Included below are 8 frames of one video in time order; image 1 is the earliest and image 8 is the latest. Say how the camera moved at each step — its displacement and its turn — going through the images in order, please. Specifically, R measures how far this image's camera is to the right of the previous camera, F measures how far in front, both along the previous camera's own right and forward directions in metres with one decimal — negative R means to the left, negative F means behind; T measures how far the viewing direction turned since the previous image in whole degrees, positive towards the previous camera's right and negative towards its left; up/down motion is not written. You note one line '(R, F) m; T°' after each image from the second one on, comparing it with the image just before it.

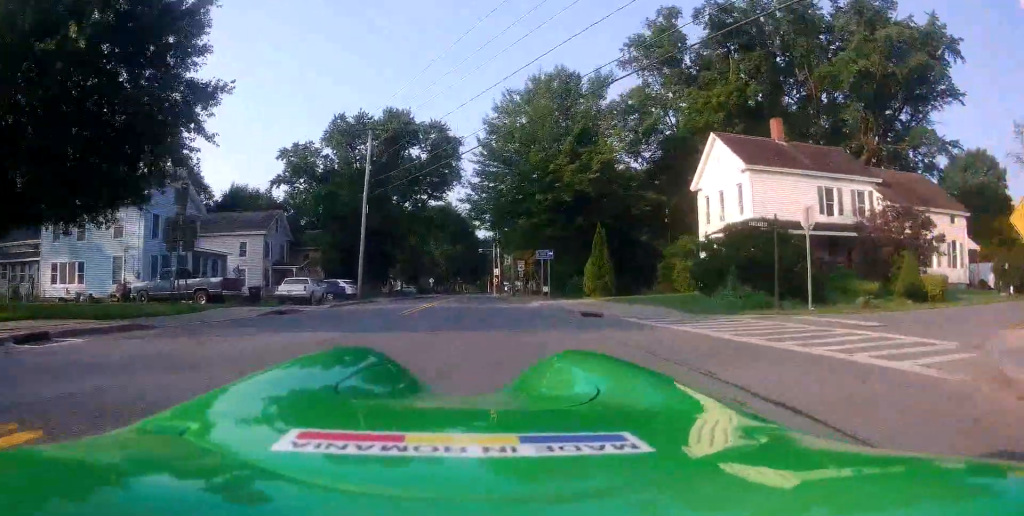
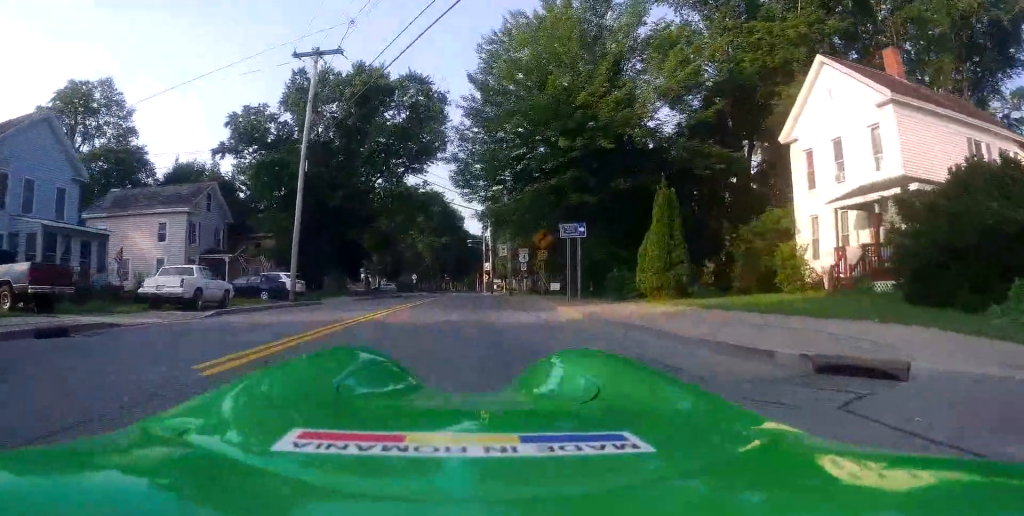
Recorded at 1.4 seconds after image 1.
(-1.4, +10.5) m; -10°
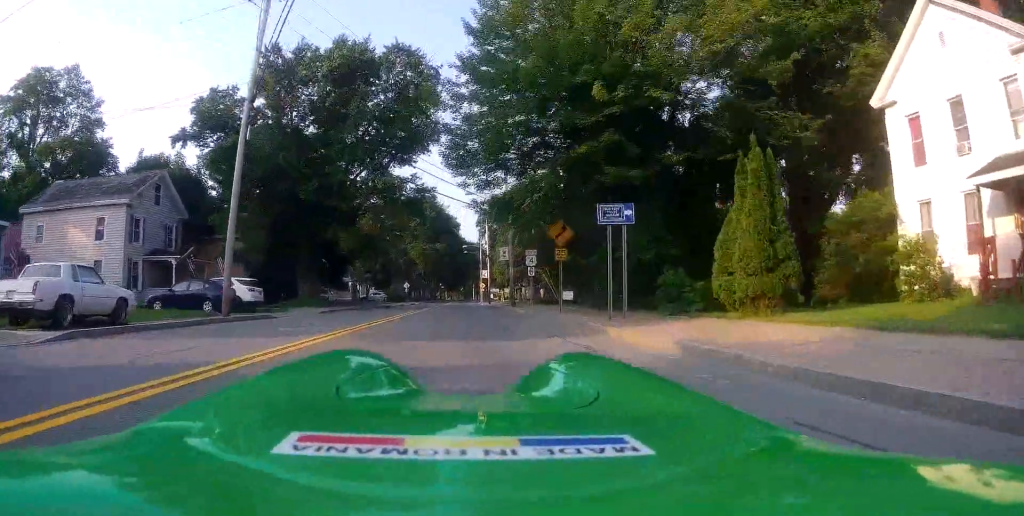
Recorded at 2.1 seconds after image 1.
(-0.1, +7.4) m; -1°
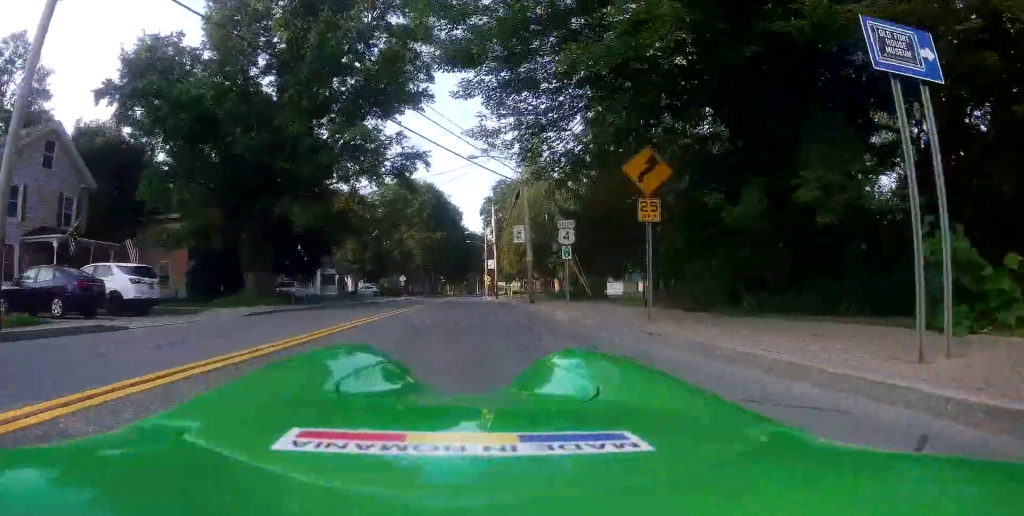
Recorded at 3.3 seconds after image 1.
(+0.2, +11.5) m; +1°
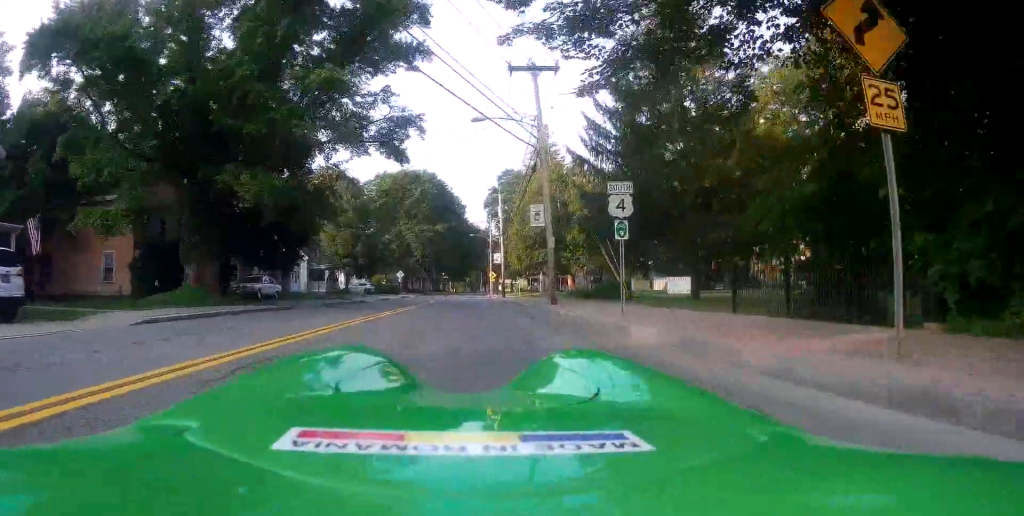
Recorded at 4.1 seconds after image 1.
(0.0, +7.5) m; 0°
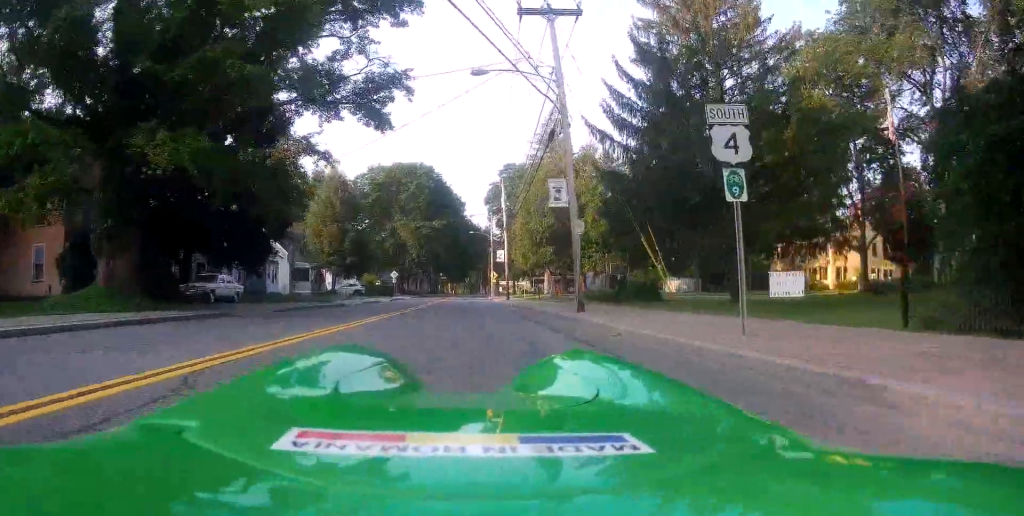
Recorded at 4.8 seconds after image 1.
(0.0, +6.7) m; 0°
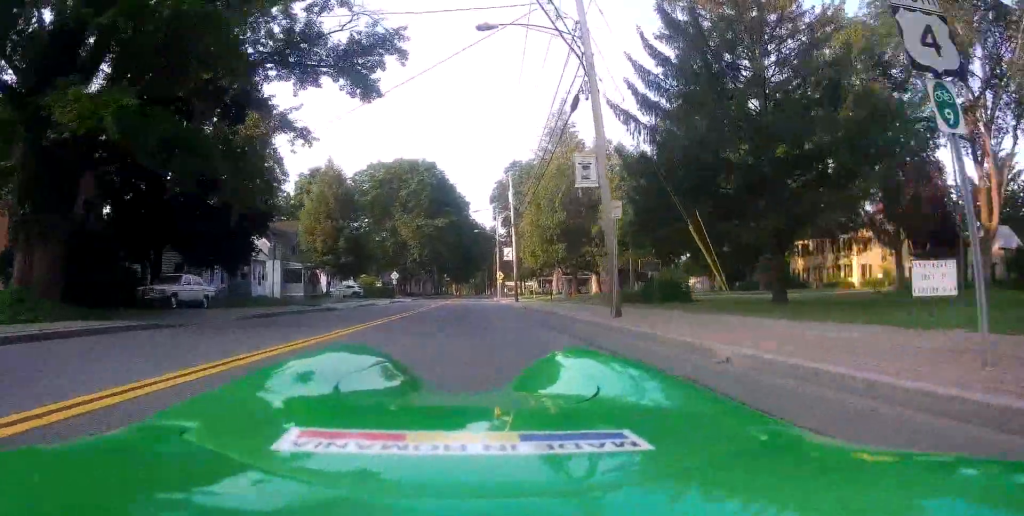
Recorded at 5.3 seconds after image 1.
(0.0, +4.3) m; -1°
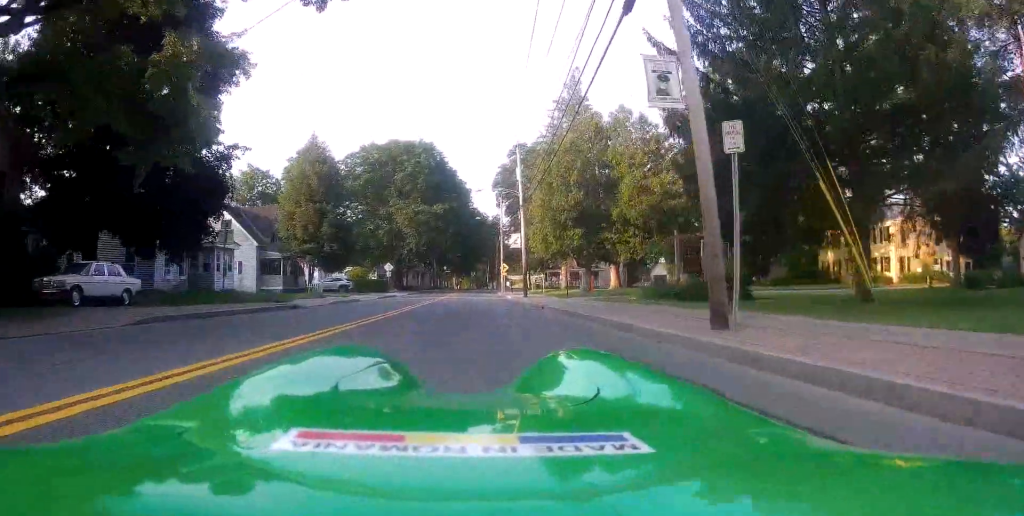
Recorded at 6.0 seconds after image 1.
(-0.1, +7.0) m; -1°
